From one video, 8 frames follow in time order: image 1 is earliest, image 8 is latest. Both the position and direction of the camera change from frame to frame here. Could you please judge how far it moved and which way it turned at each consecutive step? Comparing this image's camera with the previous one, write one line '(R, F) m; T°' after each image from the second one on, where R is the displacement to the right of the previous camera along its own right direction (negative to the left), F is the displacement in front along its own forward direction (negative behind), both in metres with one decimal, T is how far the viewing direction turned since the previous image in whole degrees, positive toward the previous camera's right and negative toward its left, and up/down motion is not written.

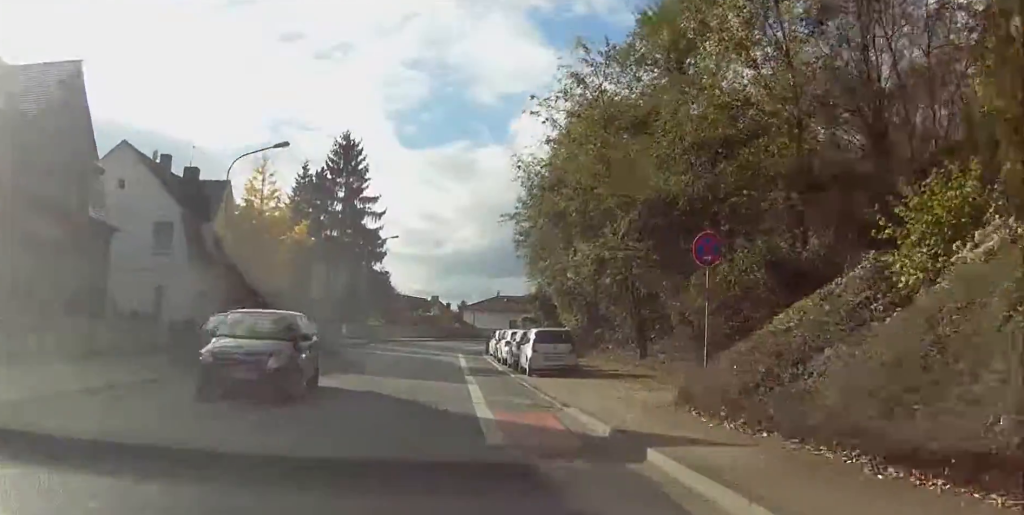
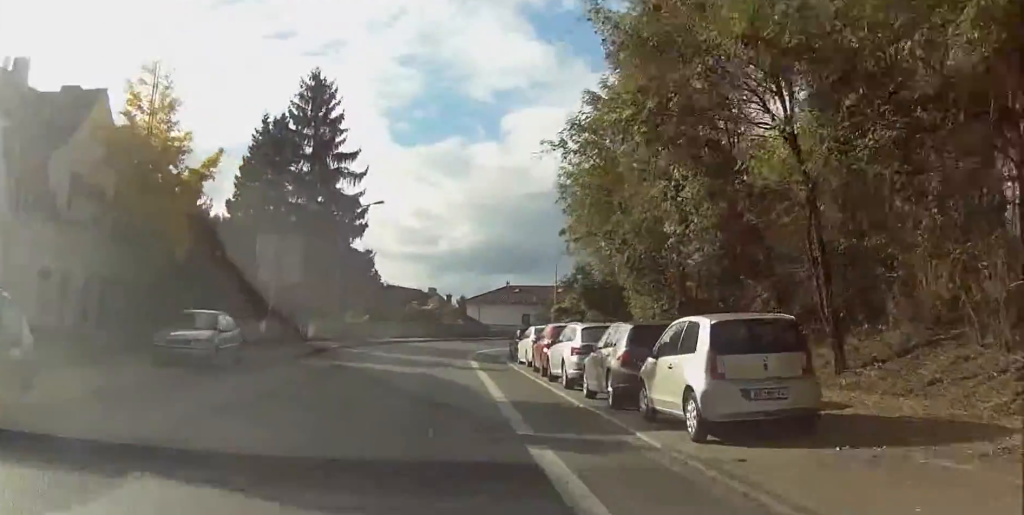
(-2.0, +14.9) m; +9°
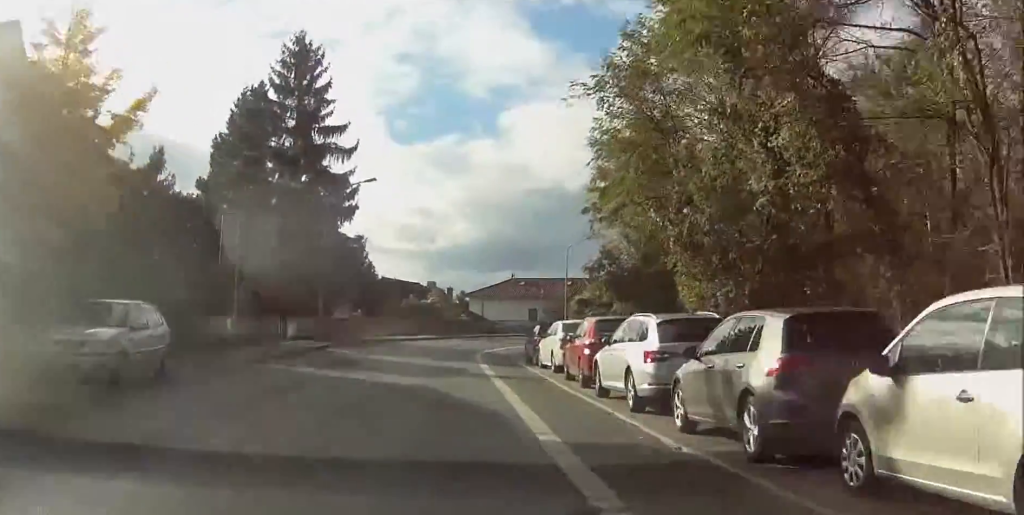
(+1.2, +7.1) m; +9°
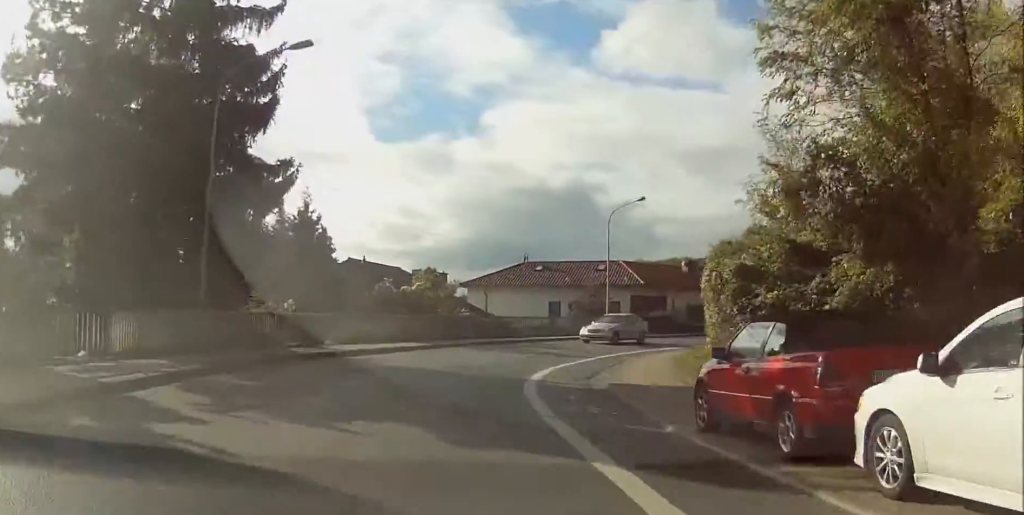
(-0.1, +25.8) m; +2°
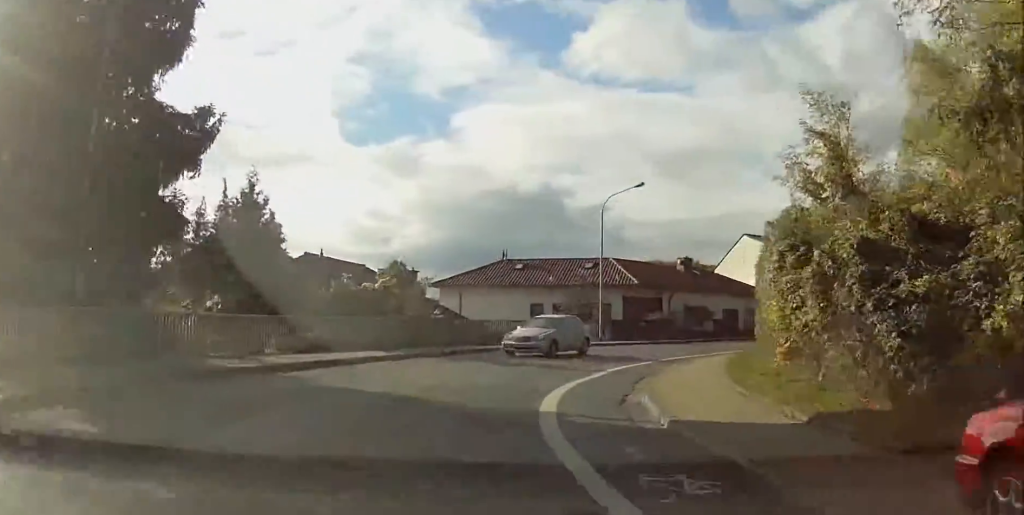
(+0.2, +7.9) m; +3°
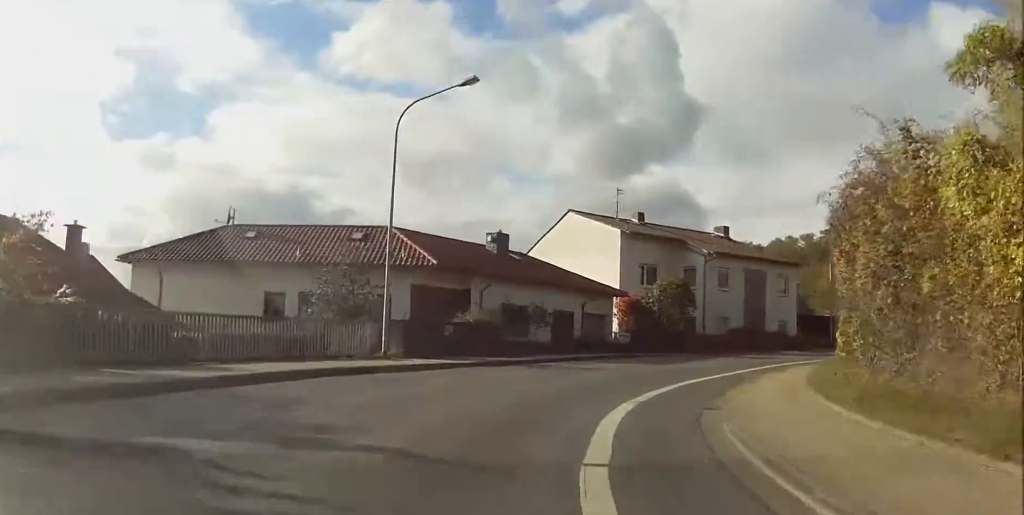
(+2.6, +21.9) m; +16°
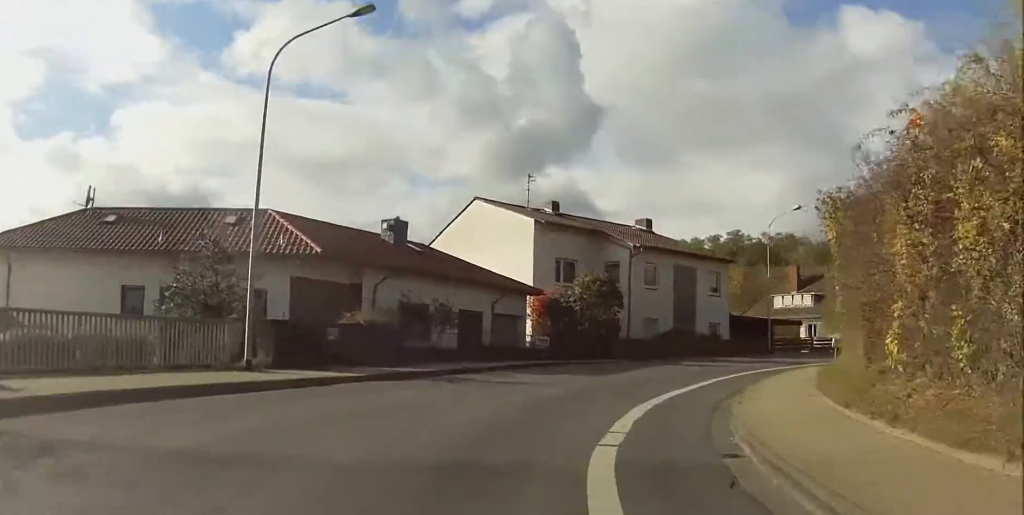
(+0.4, +5.9) m; +8°
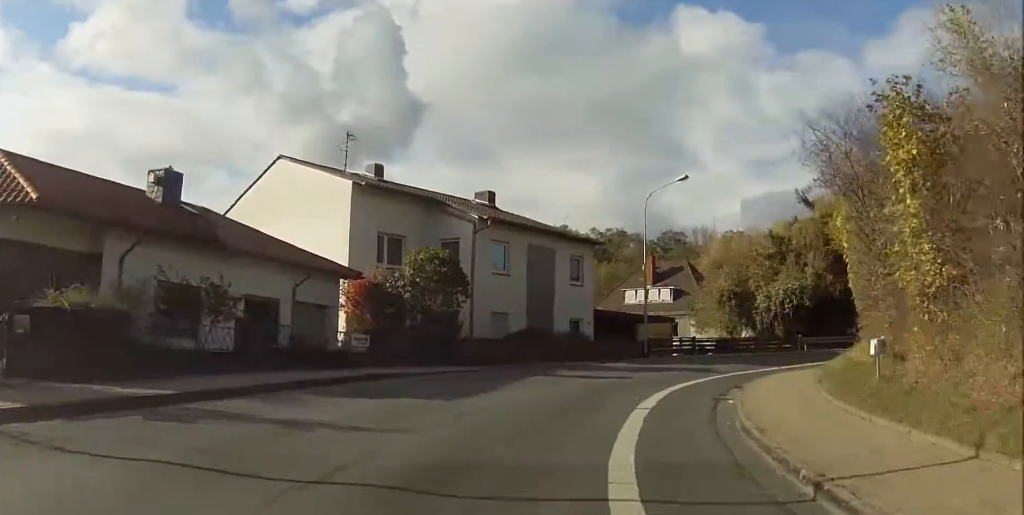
(+1.3, +9.7) m; +12°
